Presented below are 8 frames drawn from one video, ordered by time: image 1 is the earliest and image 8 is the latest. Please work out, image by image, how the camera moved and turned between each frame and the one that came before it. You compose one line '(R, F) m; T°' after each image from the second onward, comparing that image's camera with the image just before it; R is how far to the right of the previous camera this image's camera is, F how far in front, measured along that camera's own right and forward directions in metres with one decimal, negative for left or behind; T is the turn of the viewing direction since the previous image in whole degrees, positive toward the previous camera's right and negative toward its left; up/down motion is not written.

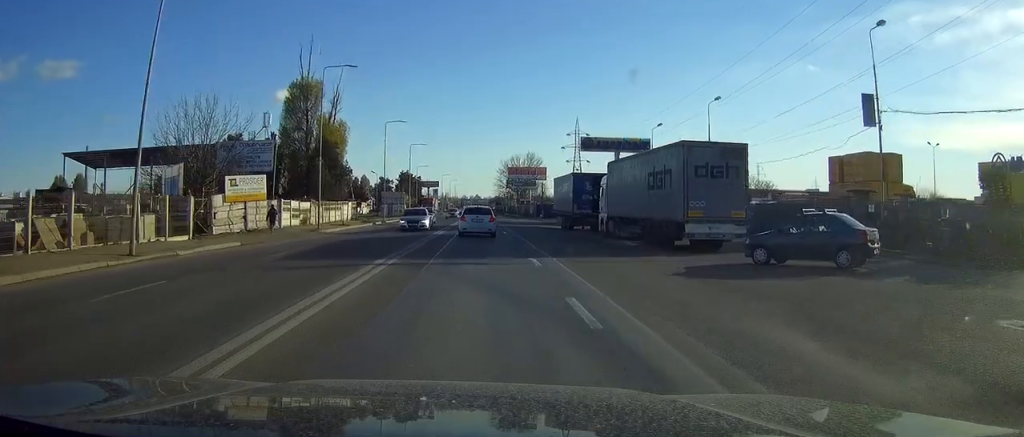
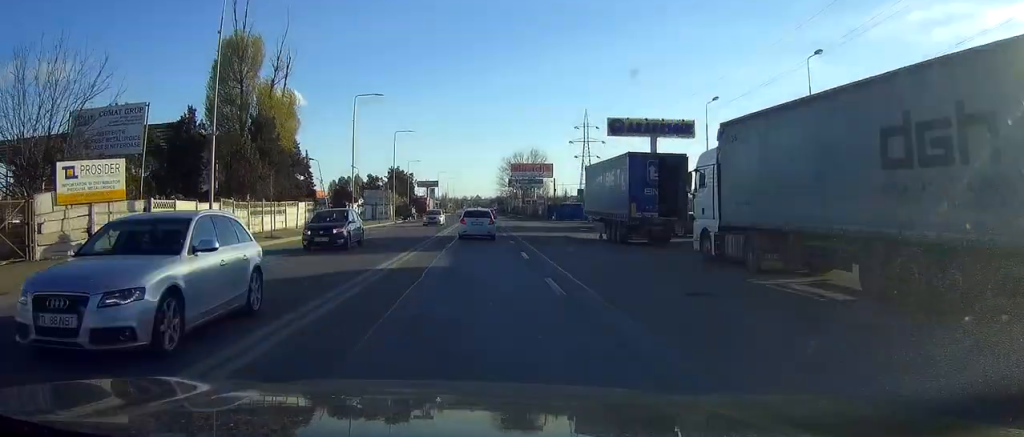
(-0.1, +18.8) m; 0°
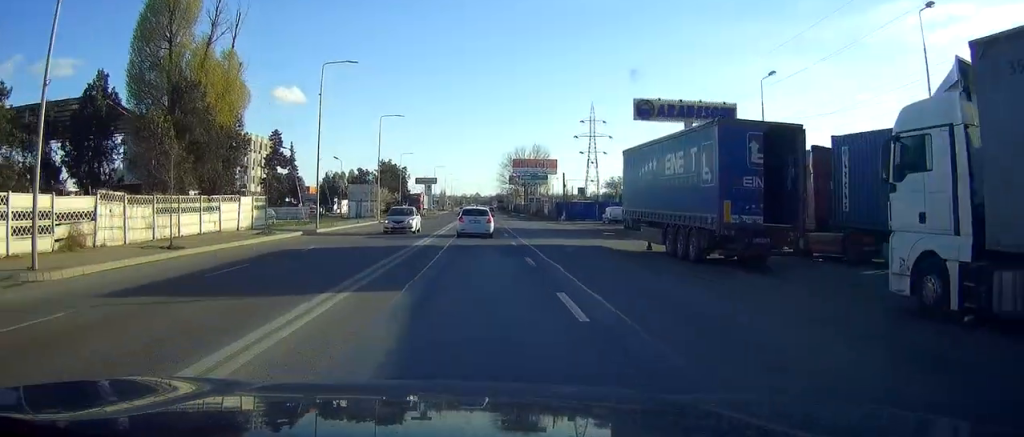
(0.0, +12.0) m; 0°
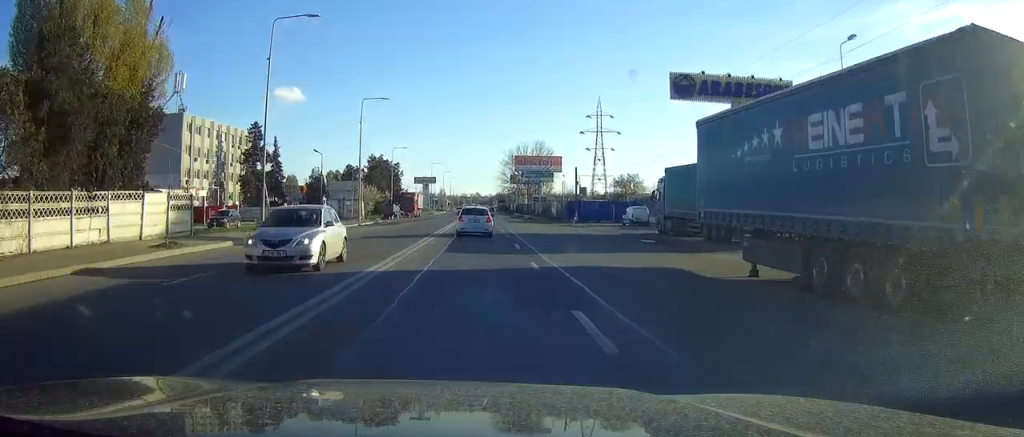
(0.0, +11.3) m; 0°
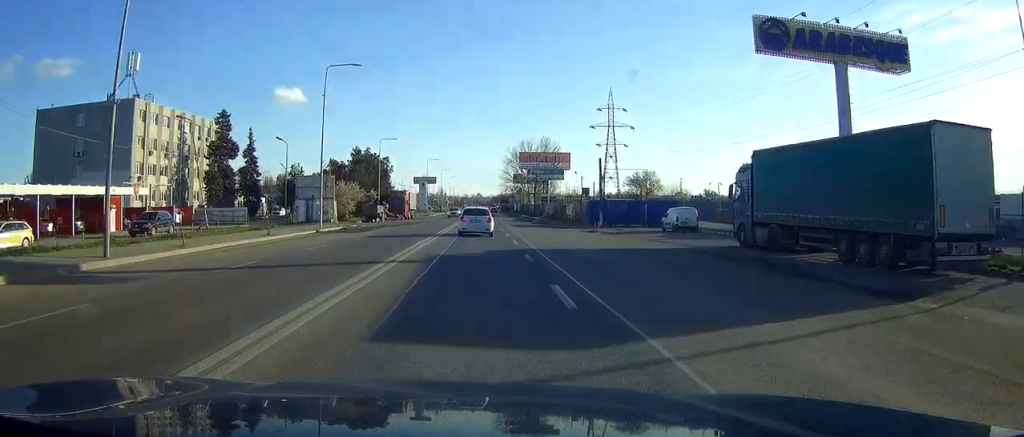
(+0.1, +14.9) m; 0°
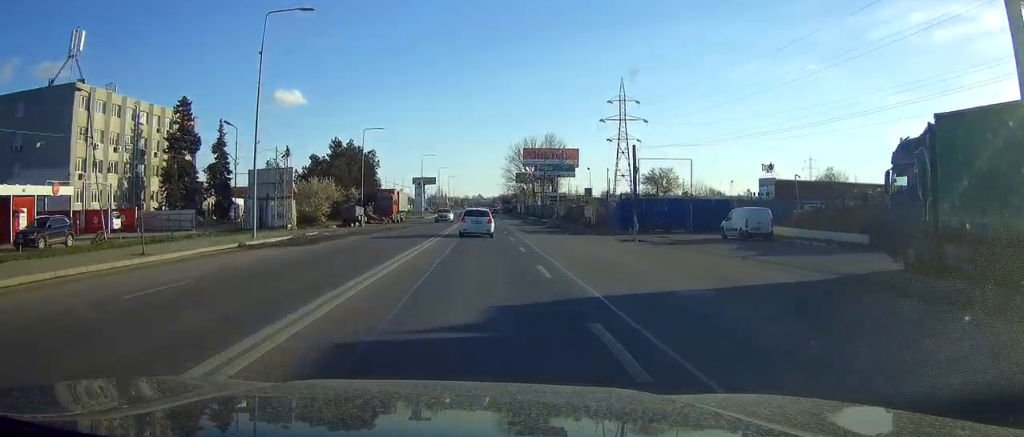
(-0.1, +13.9) m; 0°
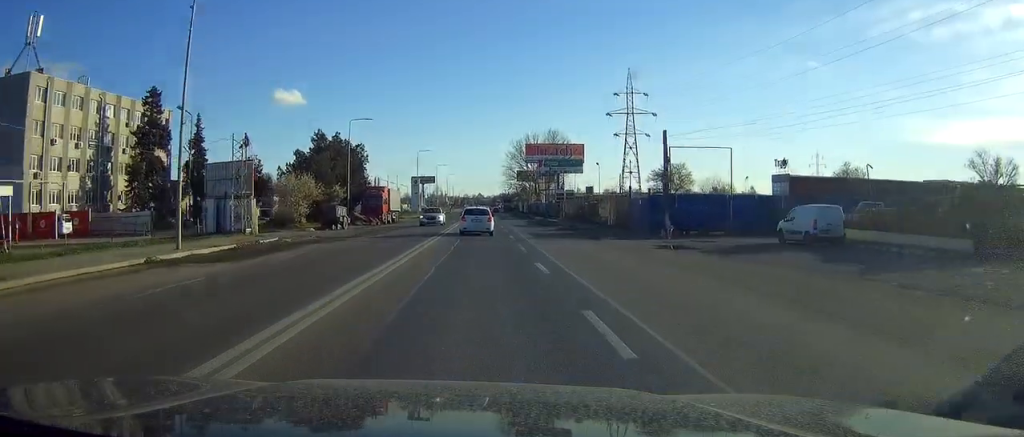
(0.0, +7.9) m; 0°
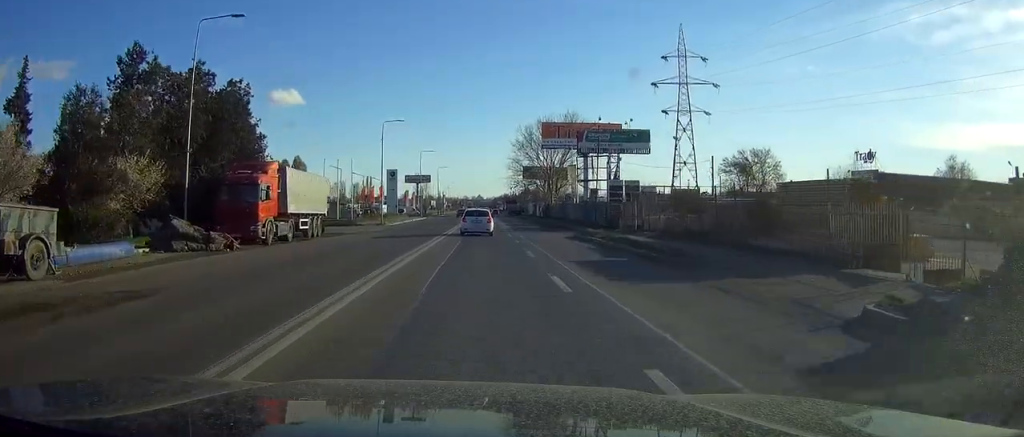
(-0.1, +40.7) m; 0°
